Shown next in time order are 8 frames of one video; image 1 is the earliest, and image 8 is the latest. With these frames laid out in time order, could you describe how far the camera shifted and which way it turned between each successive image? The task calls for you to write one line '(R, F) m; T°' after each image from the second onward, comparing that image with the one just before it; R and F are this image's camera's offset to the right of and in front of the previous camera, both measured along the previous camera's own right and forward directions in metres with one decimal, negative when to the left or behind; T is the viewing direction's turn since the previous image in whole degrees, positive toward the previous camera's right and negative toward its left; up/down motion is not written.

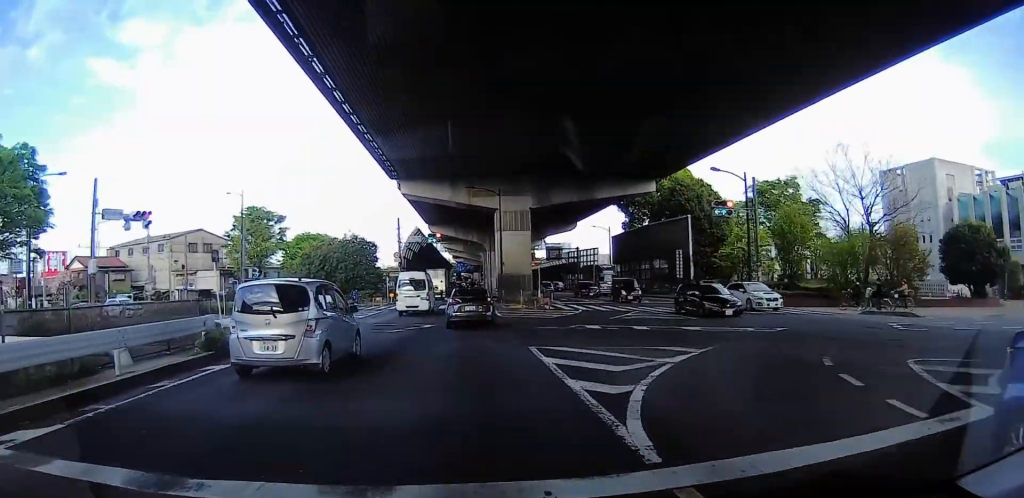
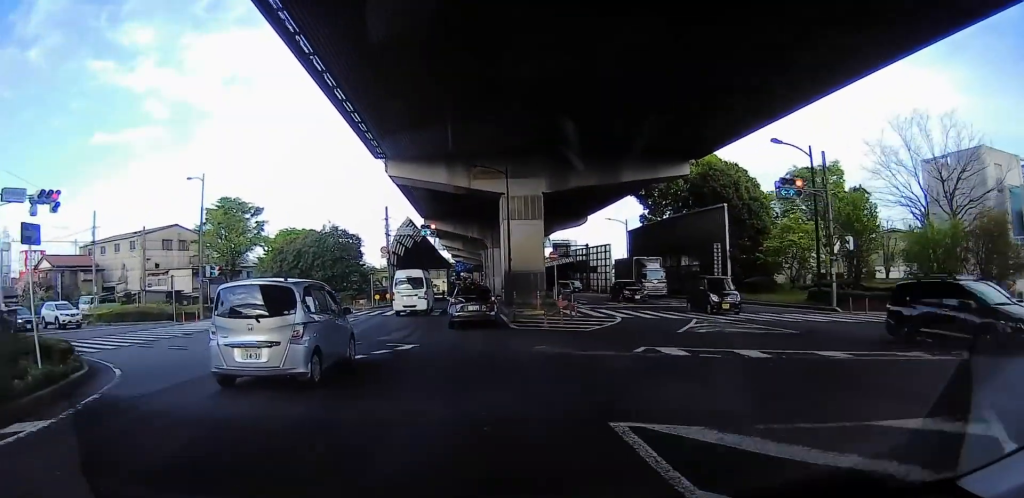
(-0.9, +7.1) m; 0°
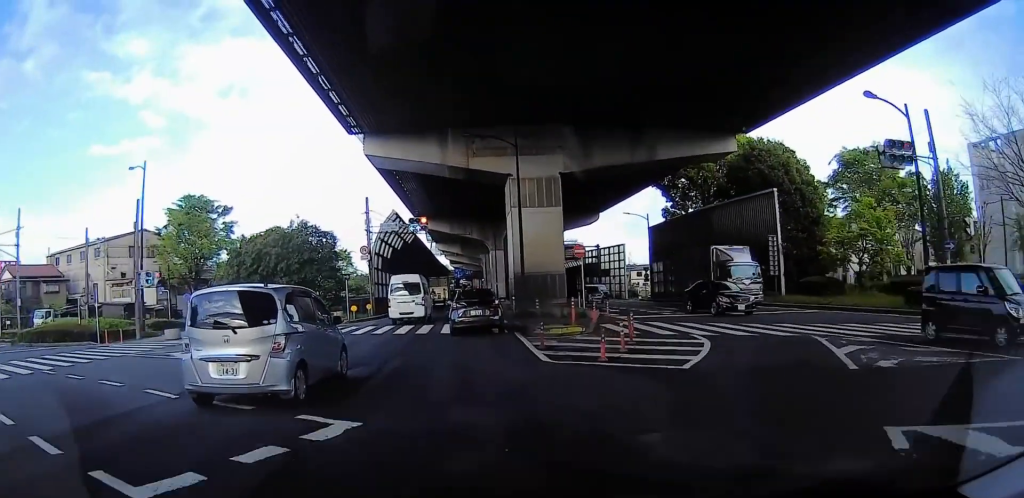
(+0.5, +7.7) m; +2°
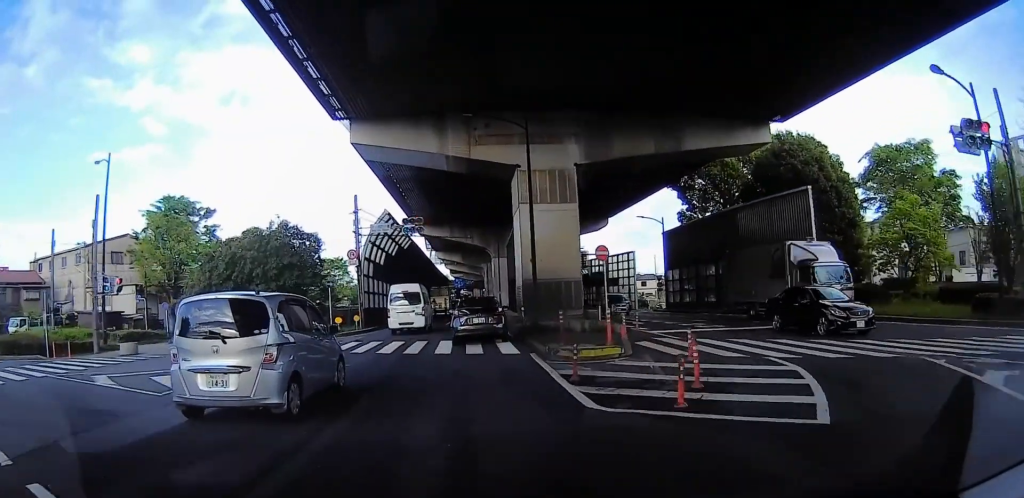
(+0.3, +4.1) m; +1°
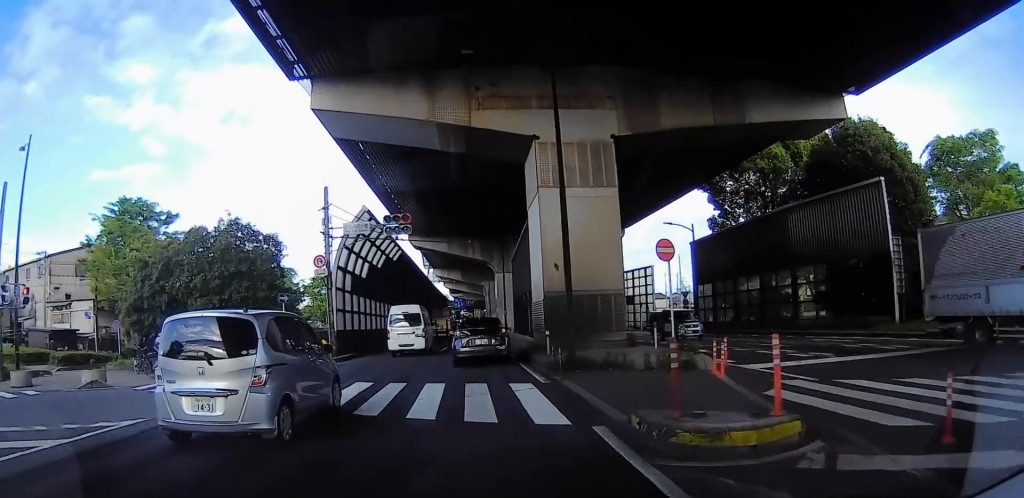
(-0.5, +8.1) m; -4°
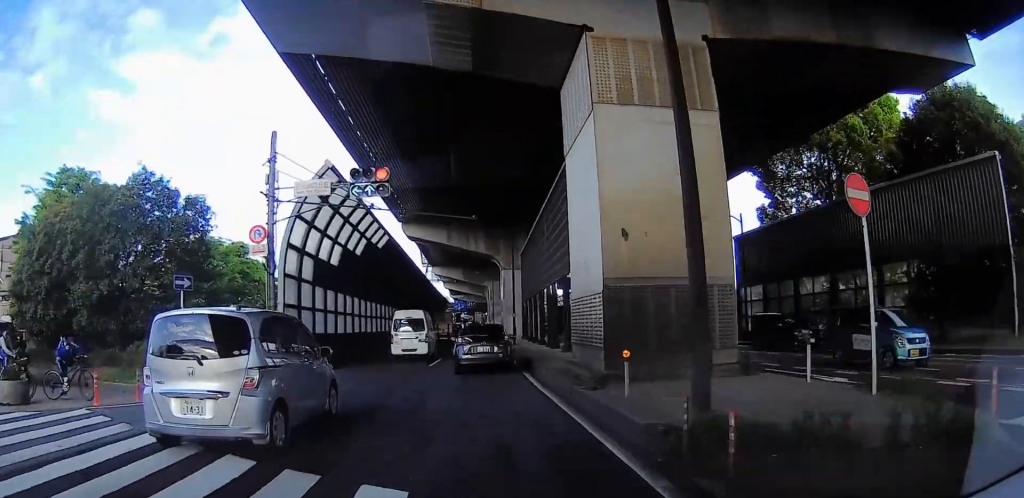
(-0.2, +9.8) m; -1°
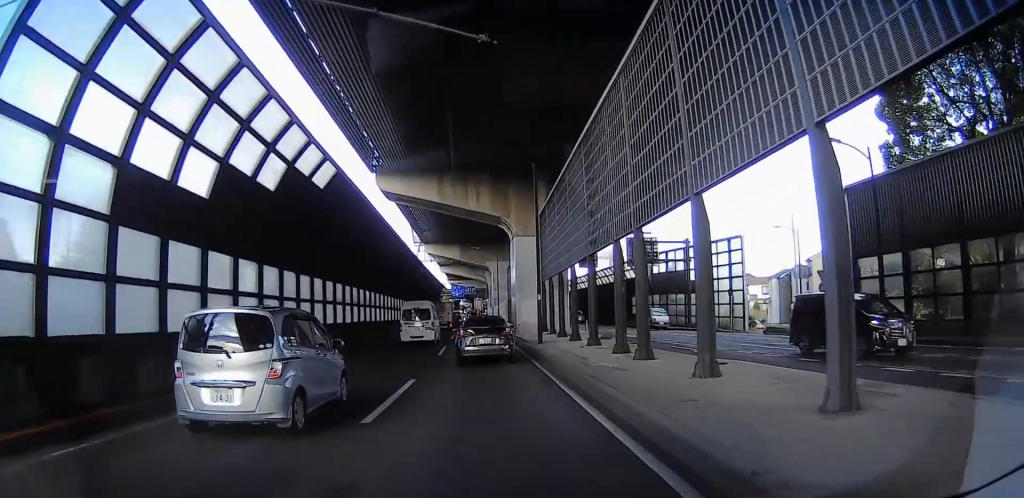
(-1.5, +16.4) m; -12°
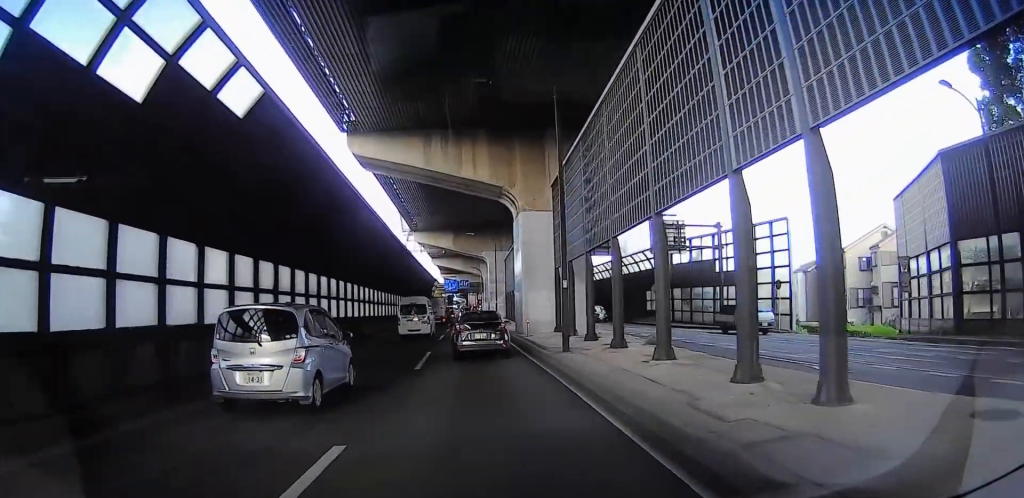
(-0.4, +7.6) m; +4°
